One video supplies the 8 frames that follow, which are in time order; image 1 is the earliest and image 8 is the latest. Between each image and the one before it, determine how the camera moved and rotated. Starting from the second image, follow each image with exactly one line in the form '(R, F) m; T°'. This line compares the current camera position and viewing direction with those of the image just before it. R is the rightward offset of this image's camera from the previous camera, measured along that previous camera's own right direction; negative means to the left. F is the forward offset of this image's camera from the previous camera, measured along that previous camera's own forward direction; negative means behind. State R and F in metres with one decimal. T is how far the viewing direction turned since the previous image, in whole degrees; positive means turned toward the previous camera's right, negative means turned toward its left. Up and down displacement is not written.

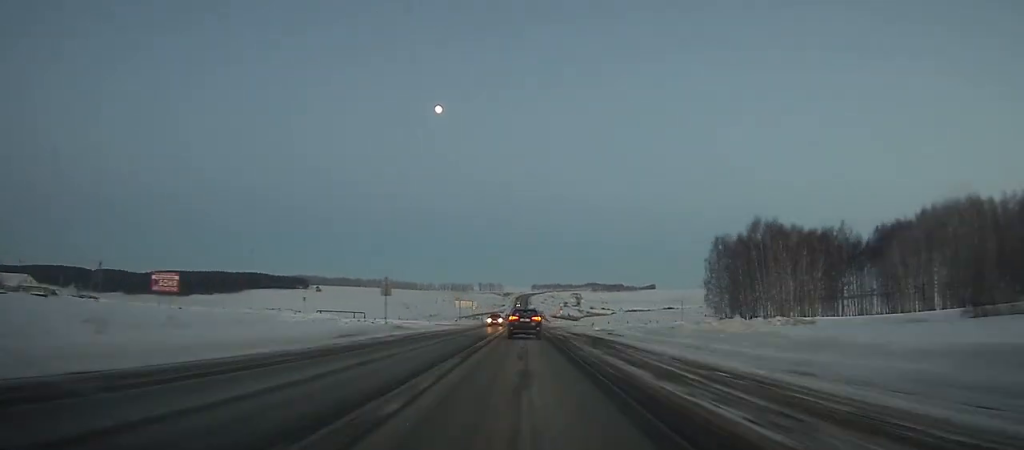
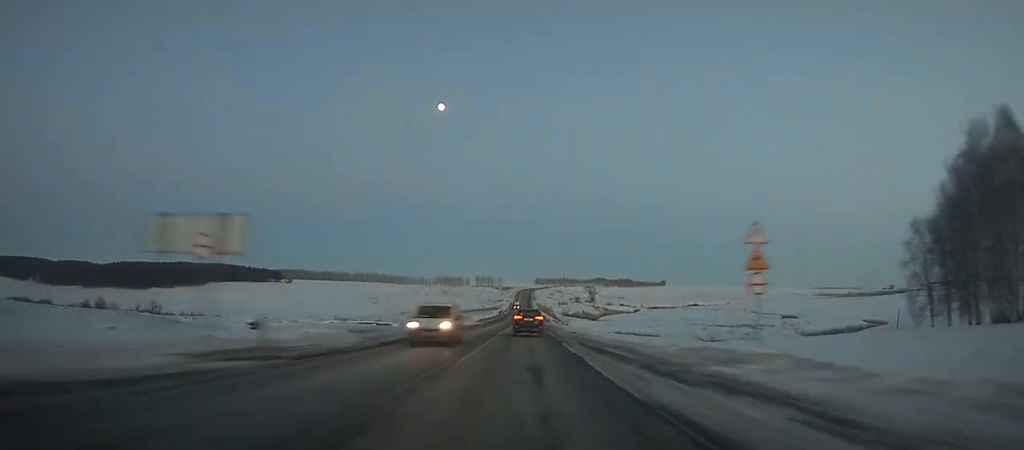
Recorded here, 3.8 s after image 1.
(-0.5, +89.1) m; 0°
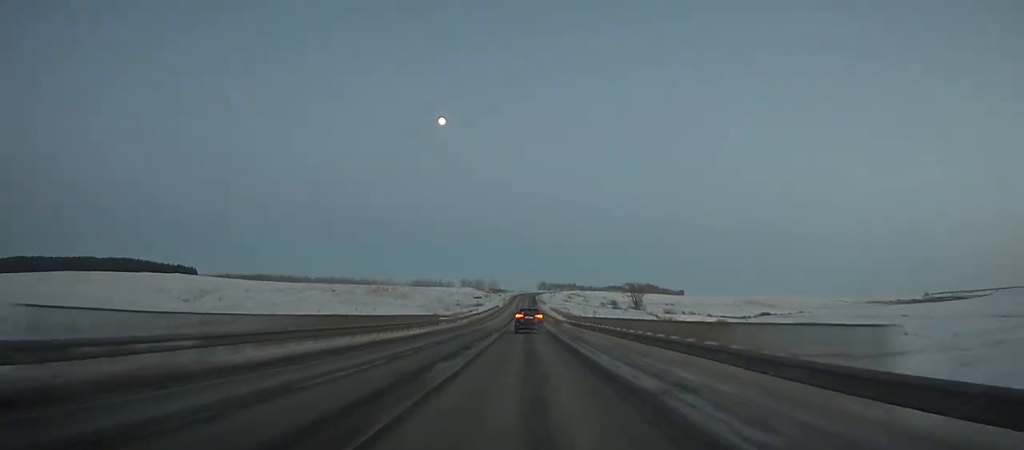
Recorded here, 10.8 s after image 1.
(+0.6, +168.7) m; 0°
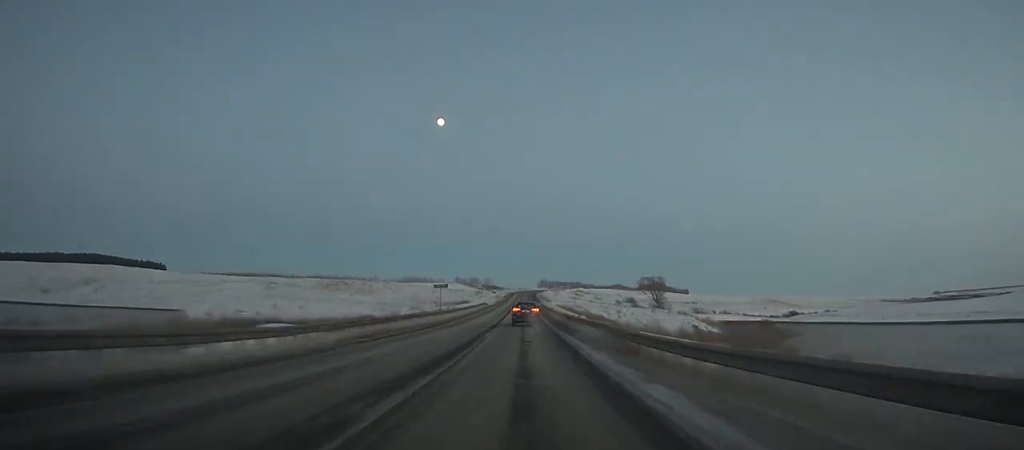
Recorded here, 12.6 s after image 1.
(+0.1, +43.8) m; 0°
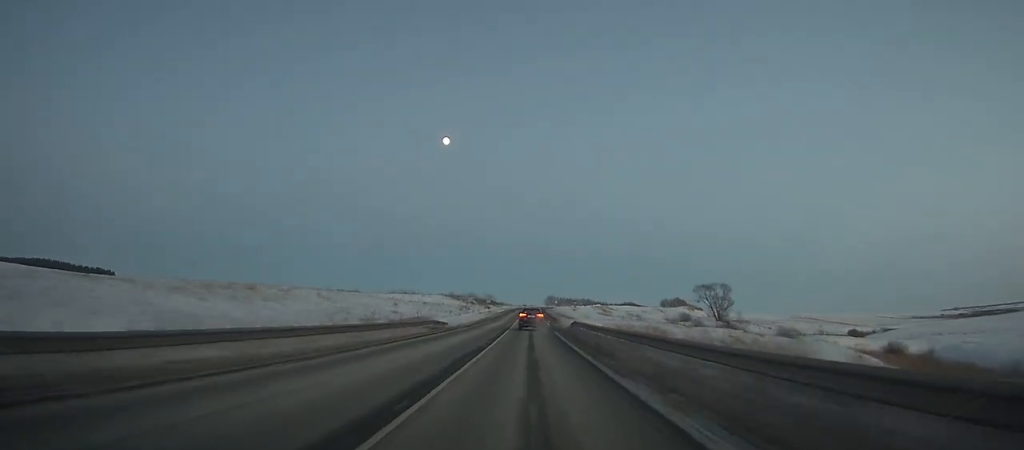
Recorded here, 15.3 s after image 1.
(-0.2, +65.7) m; 0°
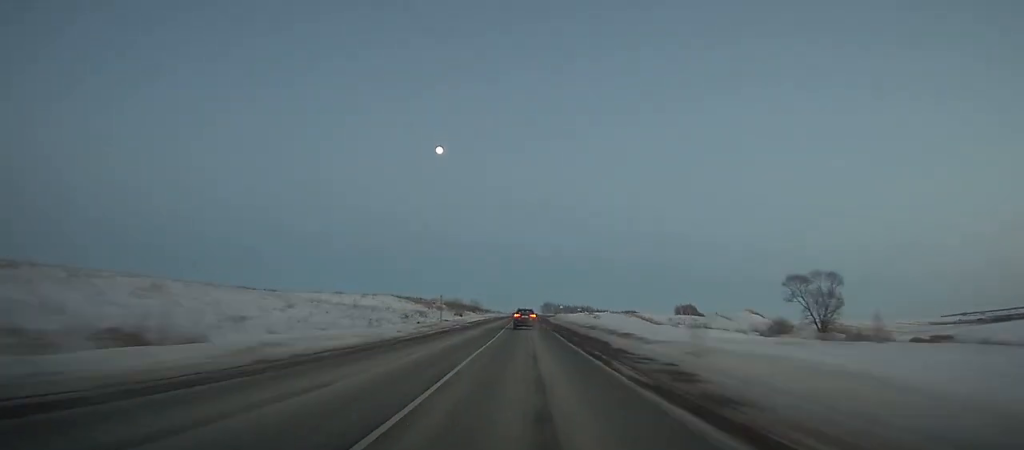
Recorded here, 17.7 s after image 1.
(+0.2, +58.4) m; 0°
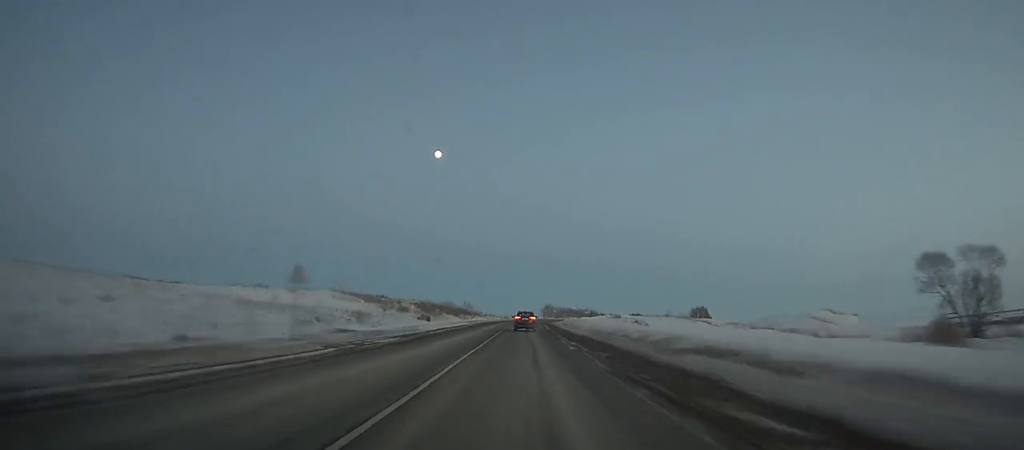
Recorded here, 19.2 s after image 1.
(0.0, +36.4) m; 0°
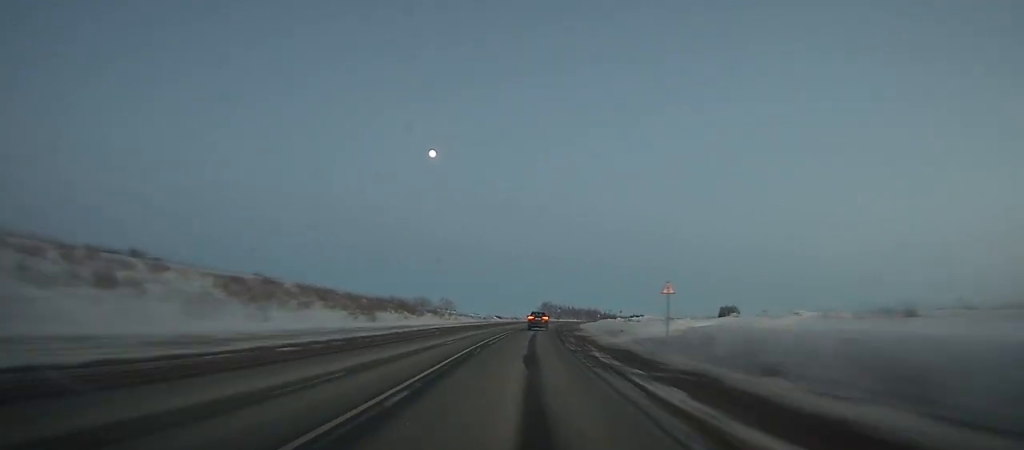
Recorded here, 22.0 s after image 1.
(0.0, +67.9) m; +1°
